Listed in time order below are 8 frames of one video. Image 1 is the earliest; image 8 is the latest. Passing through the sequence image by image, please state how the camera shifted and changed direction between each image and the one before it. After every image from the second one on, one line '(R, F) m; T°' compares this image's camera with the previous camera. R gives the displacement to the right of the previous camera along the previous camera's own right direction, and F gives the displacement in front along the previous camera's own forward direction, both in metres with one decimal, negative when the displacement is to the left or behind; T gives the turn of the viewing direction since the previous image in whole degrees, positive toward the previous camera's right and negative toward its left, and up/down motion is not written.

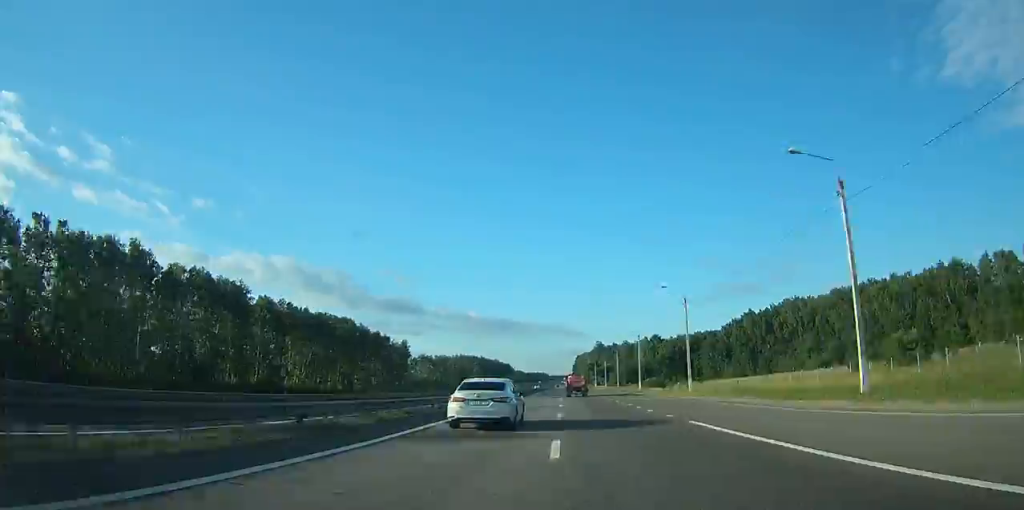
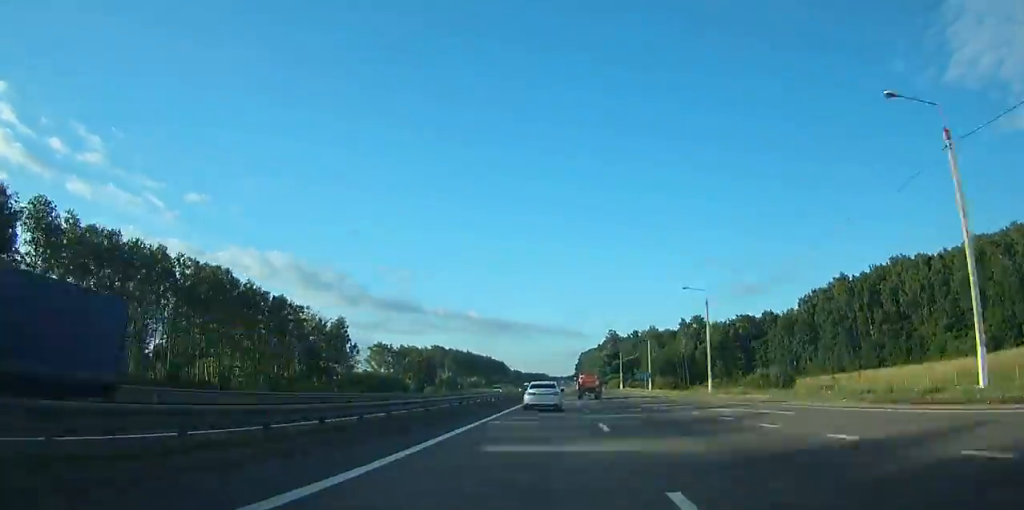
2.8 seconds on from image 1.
(-0.1, +75.6) m; 0°
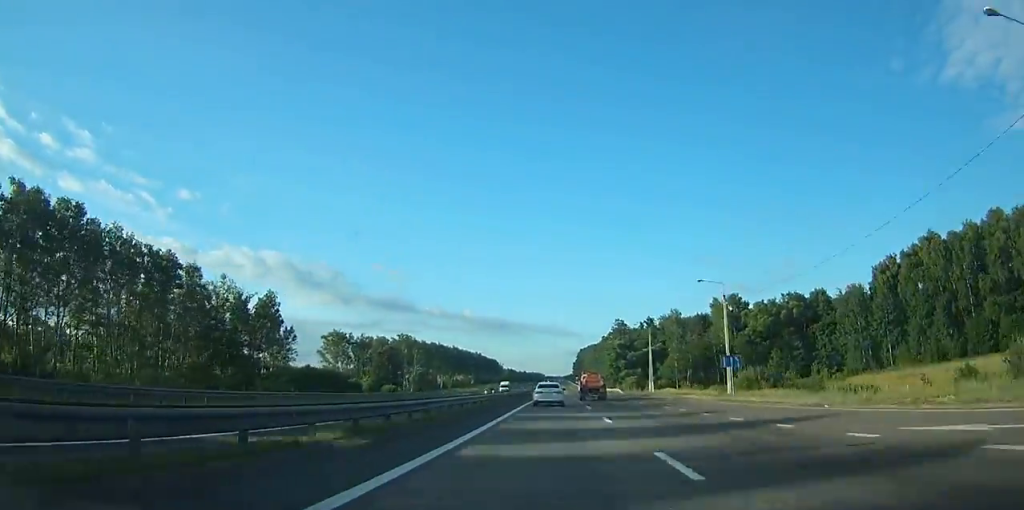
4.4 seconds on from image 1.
(+0.2, +42.5) m; 0°
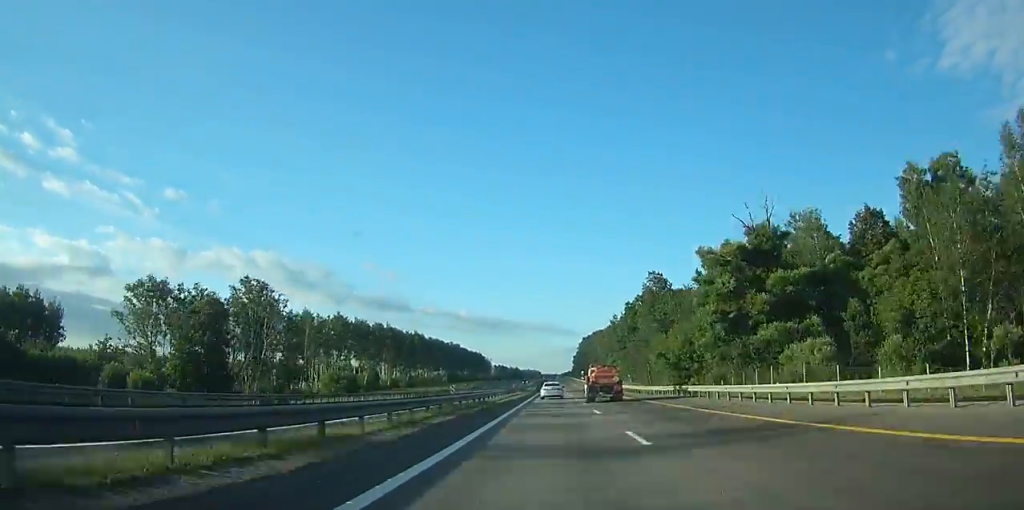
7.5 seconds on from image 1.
(+0.2, +88.1) m; -1°
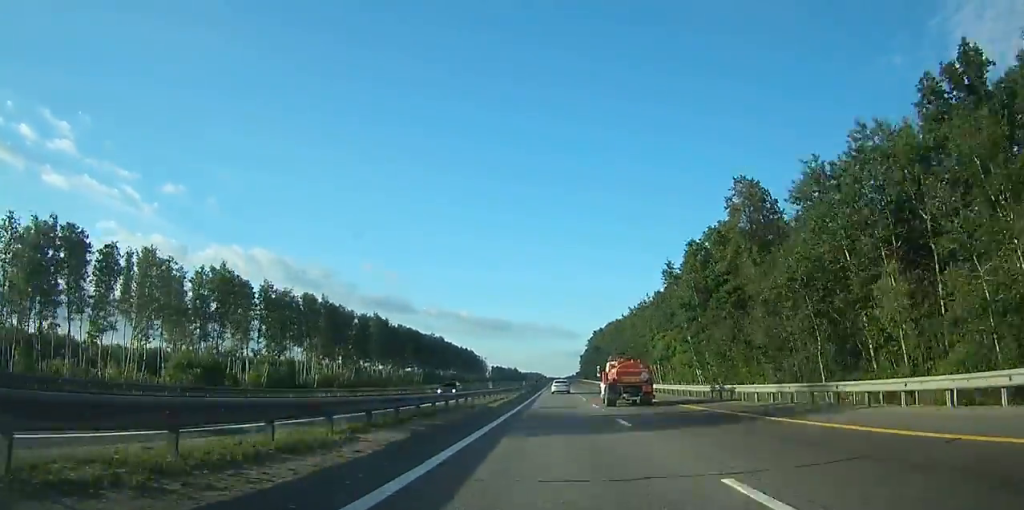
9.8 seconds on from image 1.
(-0.3, +67.5) m; -1°
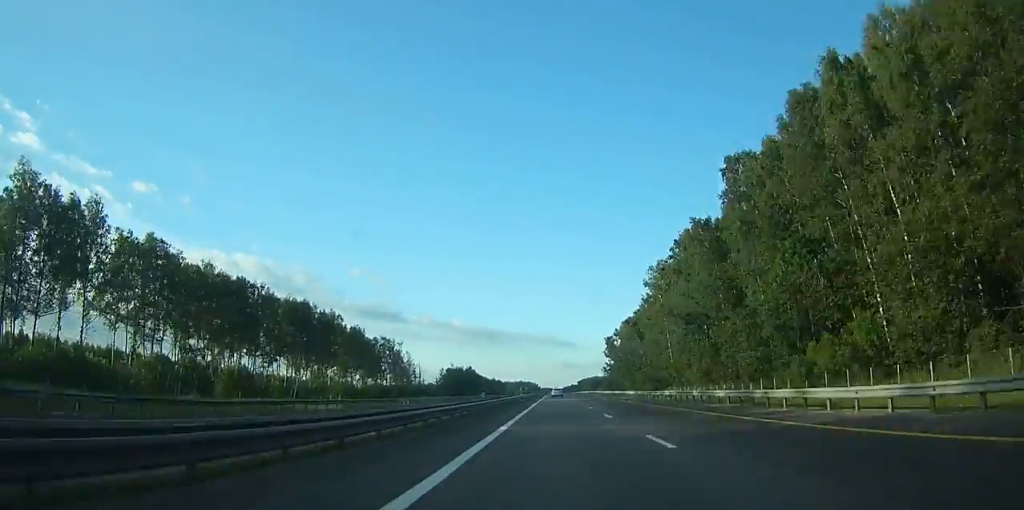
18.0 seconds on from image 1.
(+7.7, +252.5) m; +2°
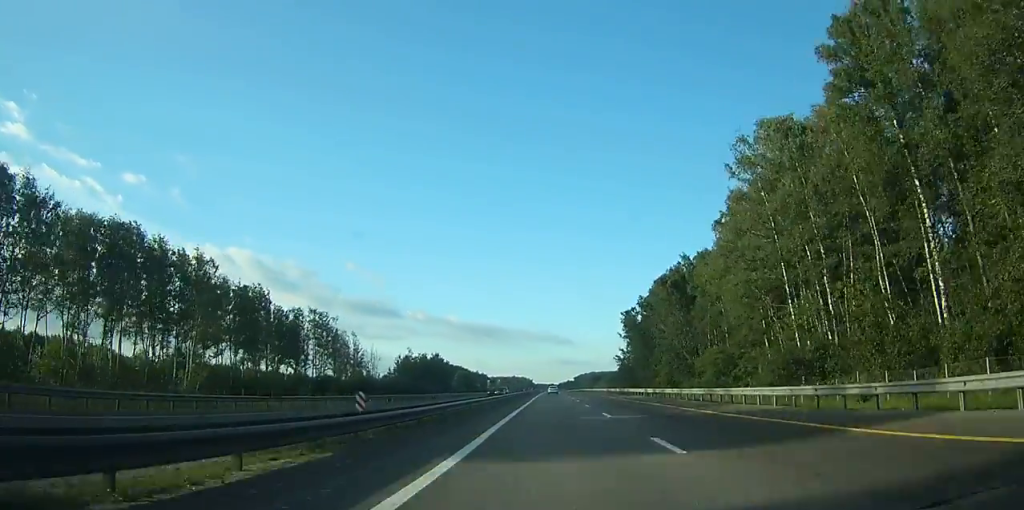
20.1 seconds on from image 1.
(-0.1, +63.0) m; 0°
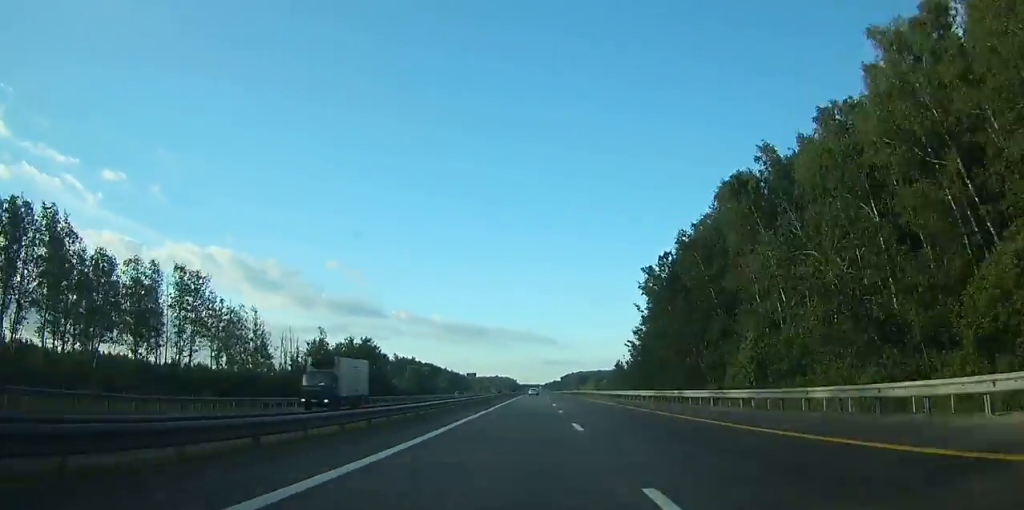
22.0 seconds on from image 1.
(0.0, +57.0) m; 0°
